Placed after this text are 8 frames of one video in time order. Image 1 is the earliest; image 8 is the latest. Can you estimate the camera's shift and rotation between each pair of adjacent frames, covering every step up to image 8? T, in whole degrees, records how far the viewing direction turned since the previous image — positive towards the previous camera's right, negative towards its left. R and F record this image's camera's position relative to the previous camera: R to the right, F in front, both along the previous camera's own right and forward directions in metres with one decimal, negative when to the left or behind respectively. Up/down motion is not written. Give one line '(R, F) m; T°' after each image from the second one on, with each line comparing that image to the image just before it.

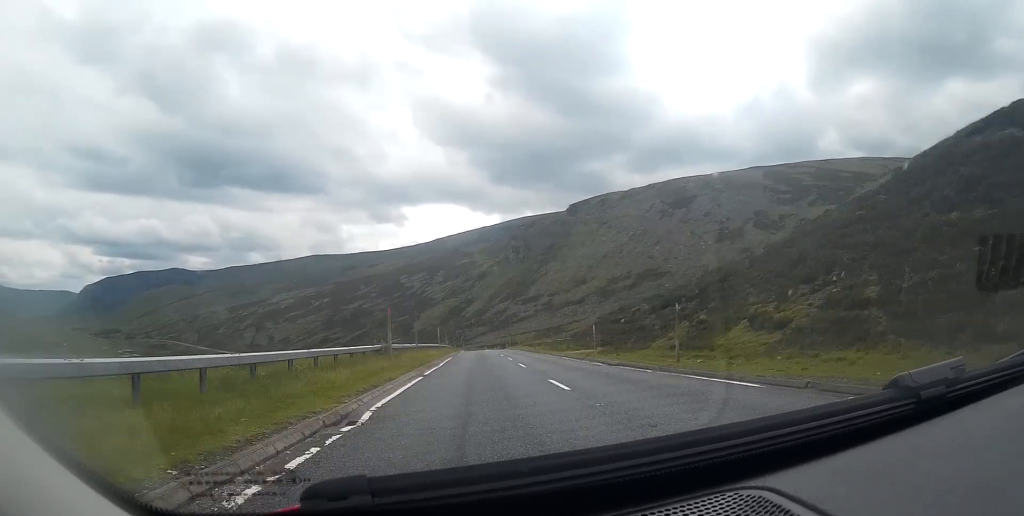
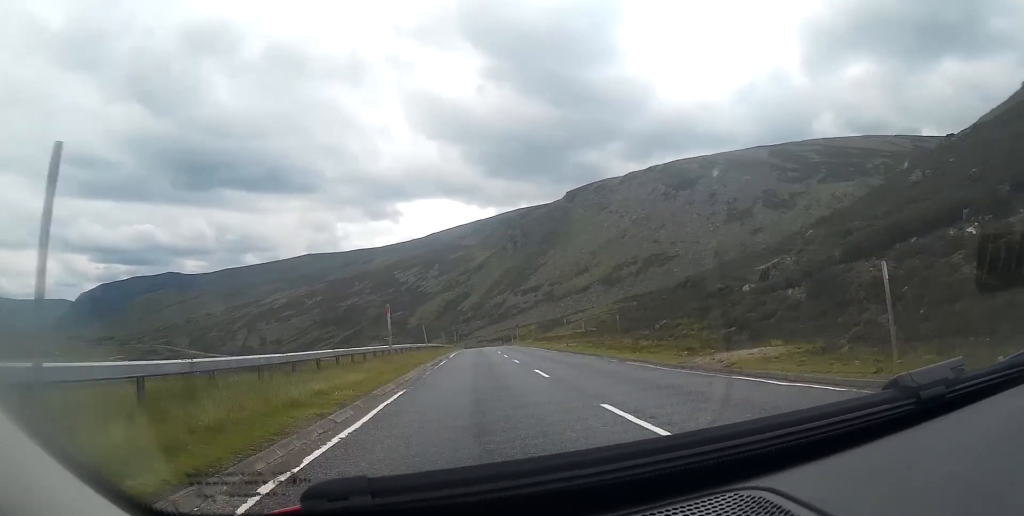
(+0.3, +25.9) m; +1°
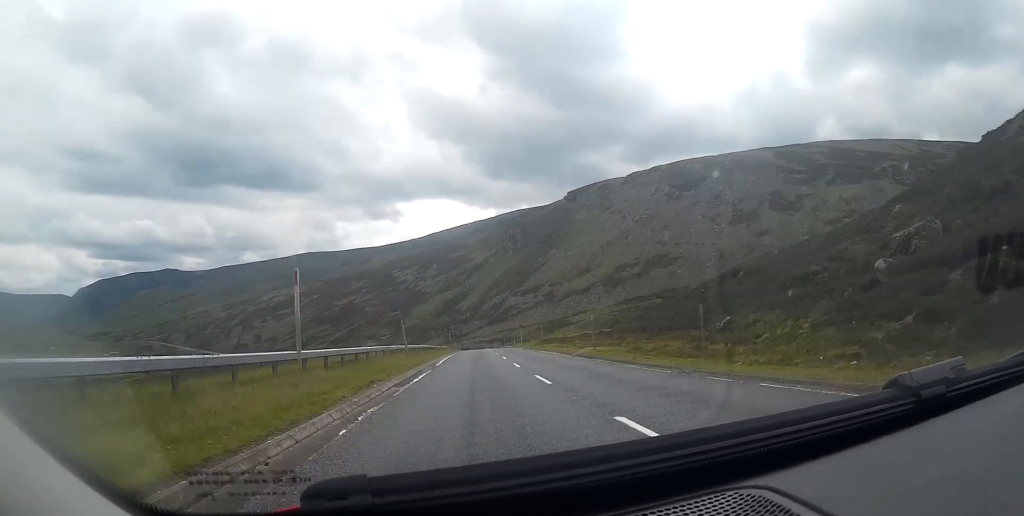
(0.0, +10.8) m; 0°
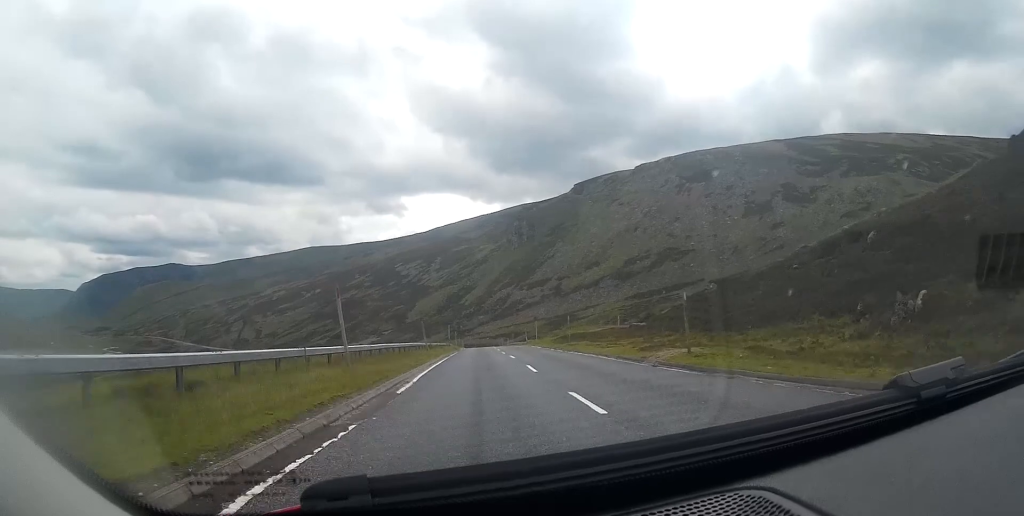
(0.0, +14.3) m; +1°
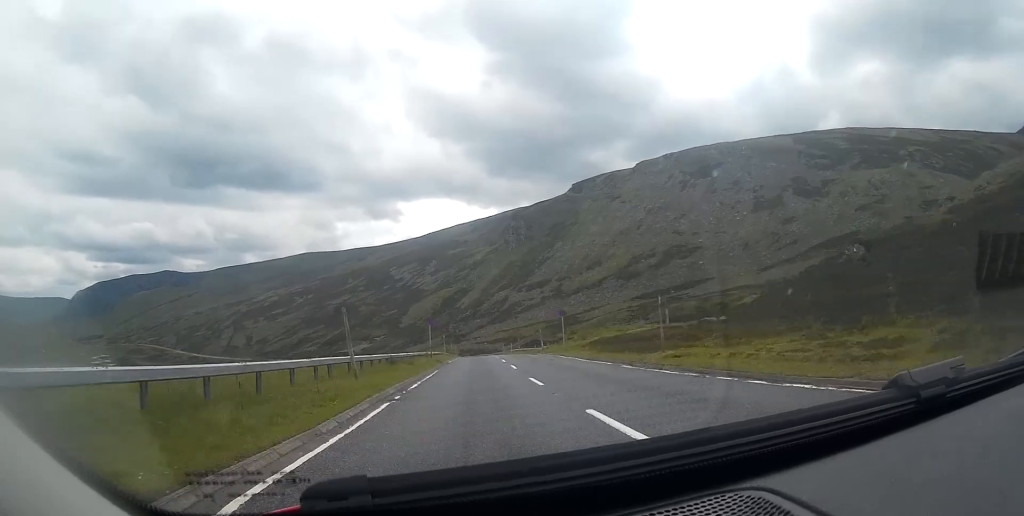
(+0.3, +22.2) m; 0°
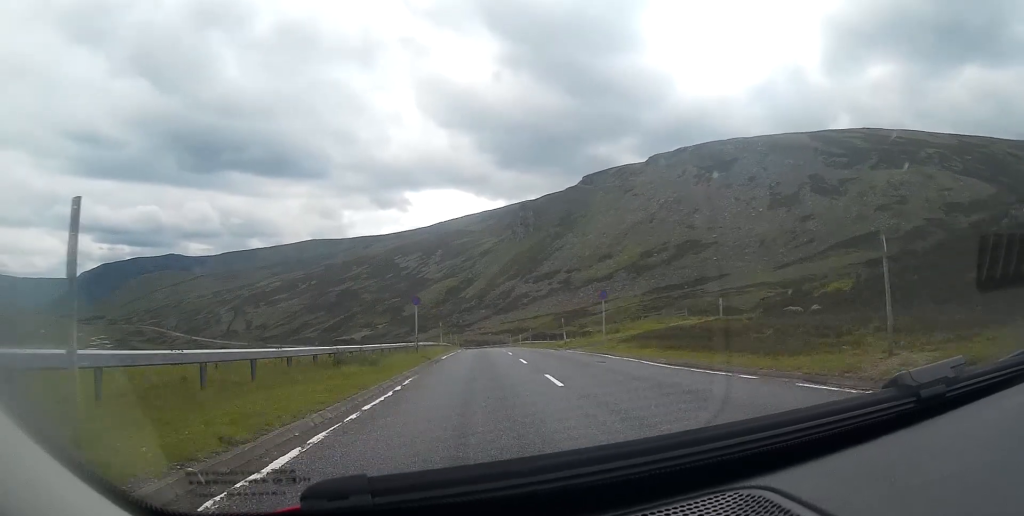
(-0.1, +12.2) m; 0°
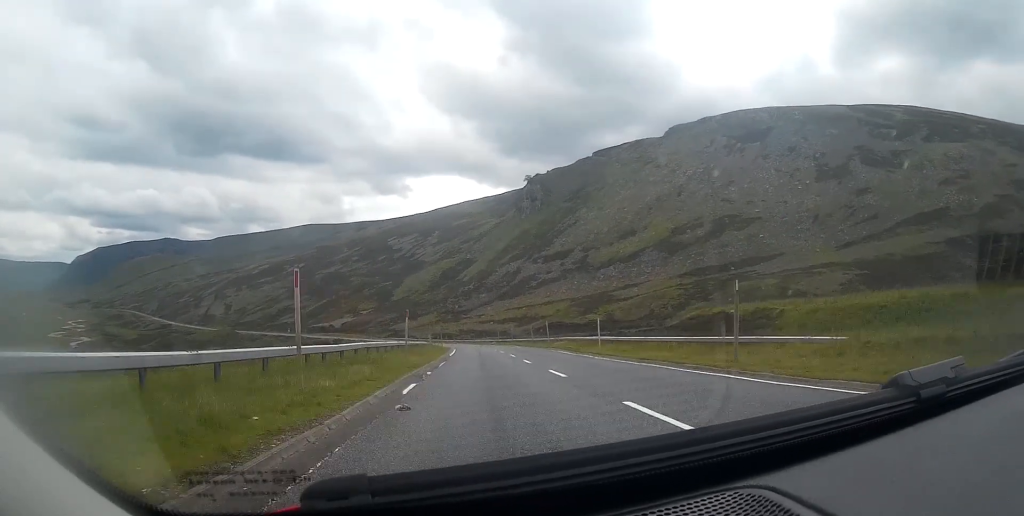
(+0.5, +59.1) m; +1°
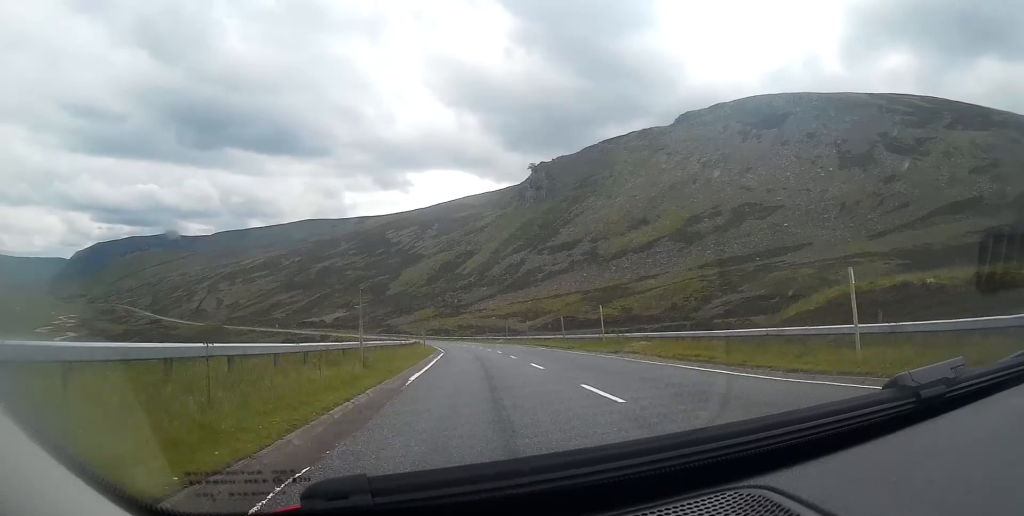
(-0.4, +23.1) m; -2°
